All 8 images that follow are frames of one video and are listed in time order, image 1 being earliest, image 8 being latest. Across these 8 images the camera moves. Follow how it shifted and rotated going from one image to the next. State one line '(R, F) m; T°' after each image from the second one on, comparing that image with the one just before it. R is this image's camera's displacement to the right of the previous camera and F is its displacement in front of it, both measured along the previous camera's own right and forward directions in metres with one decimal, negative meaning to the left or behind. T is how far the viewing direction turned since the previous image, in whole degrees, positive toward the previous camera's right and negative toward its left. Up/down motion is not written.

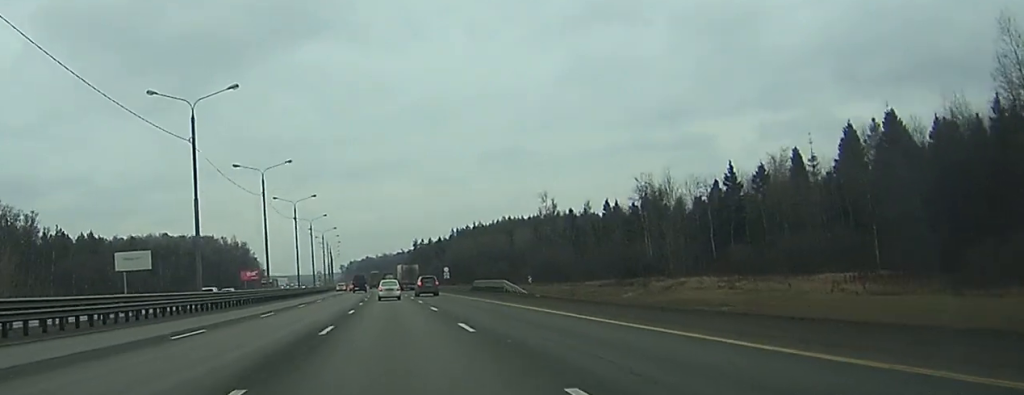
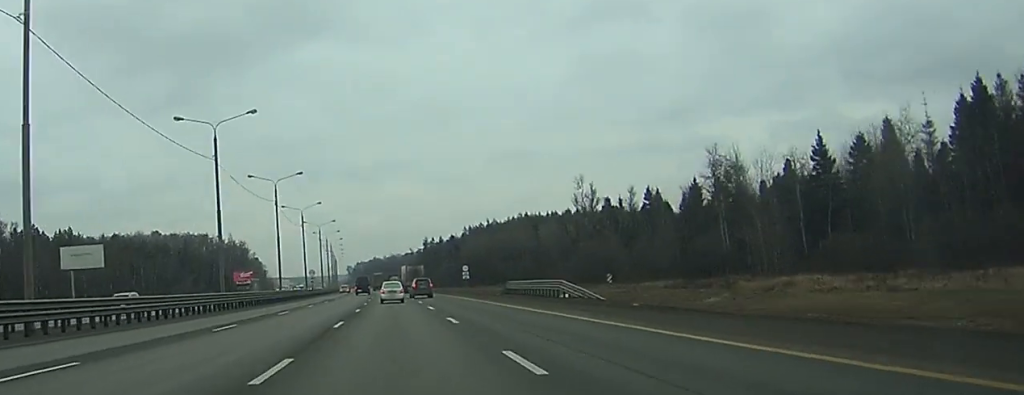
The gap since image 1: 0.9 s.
(-0.1, +27.1) m; 0°
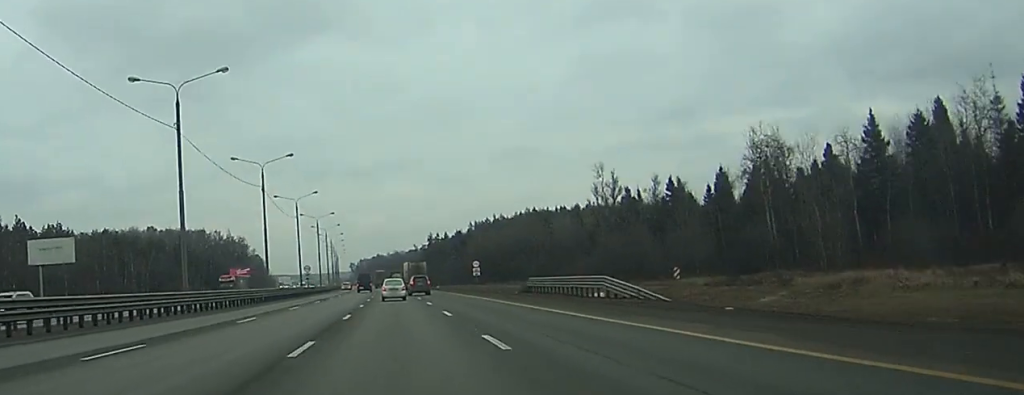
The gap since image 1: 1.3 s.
(0.0, +12.5) m; 0°
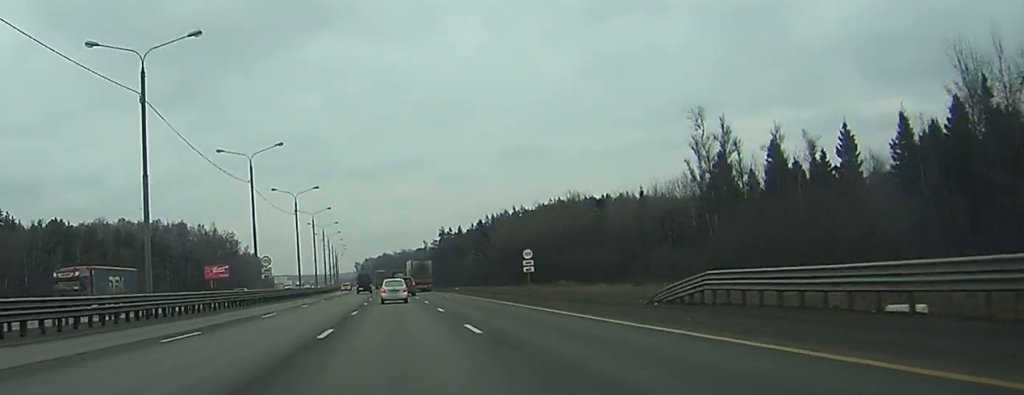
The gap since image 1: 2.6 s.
(-0.2, +42.9) m; -1°
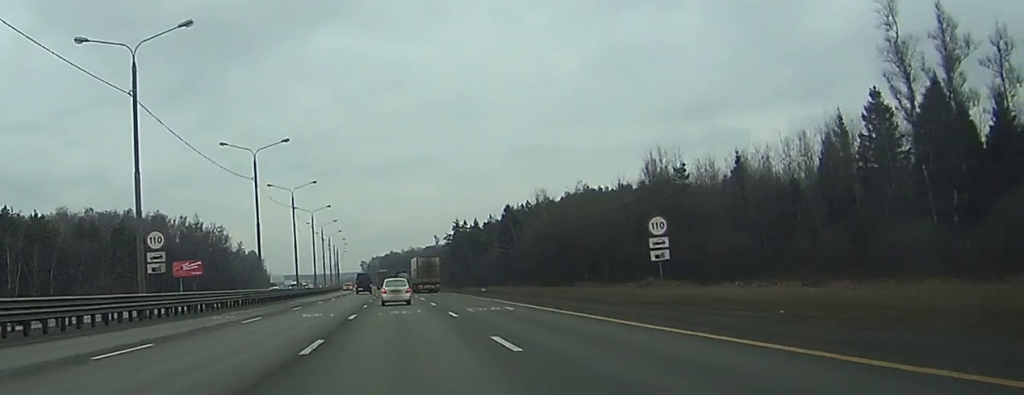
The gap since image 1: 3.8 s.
(-0.3, +37.9) m; -1°
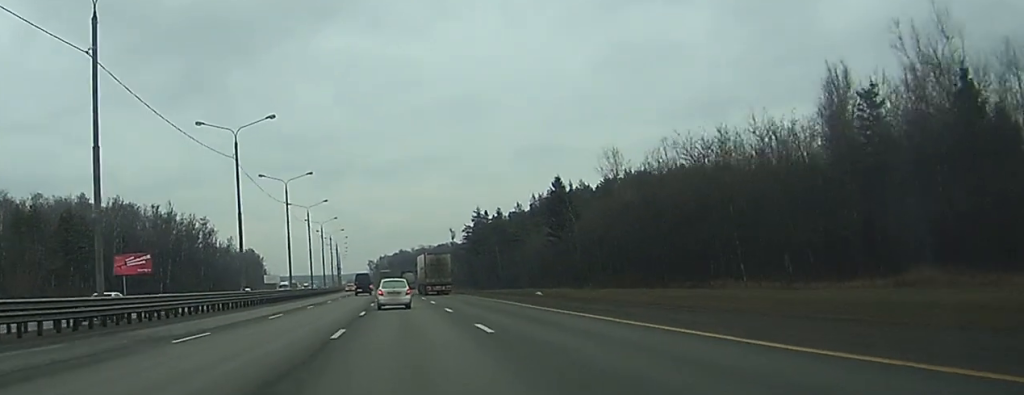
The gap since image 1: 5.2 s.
(-0.2, +43.1) m; -1°
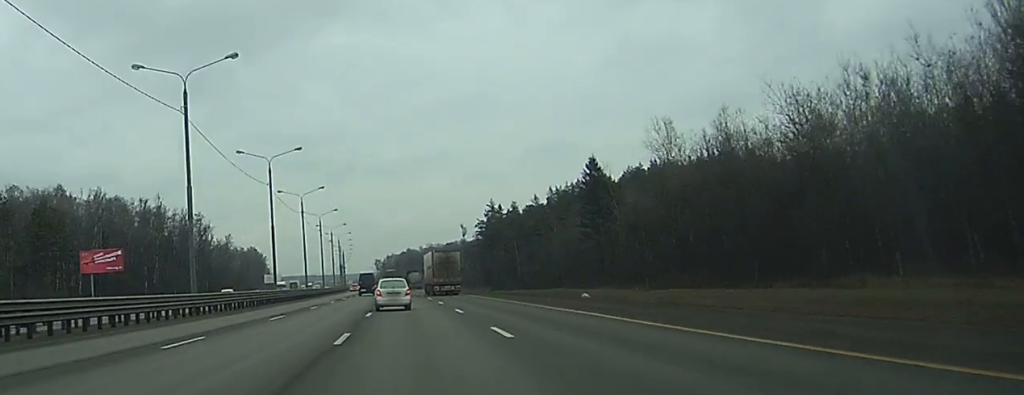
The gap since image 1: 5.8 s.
(-0.1, +17.7) m; -1°
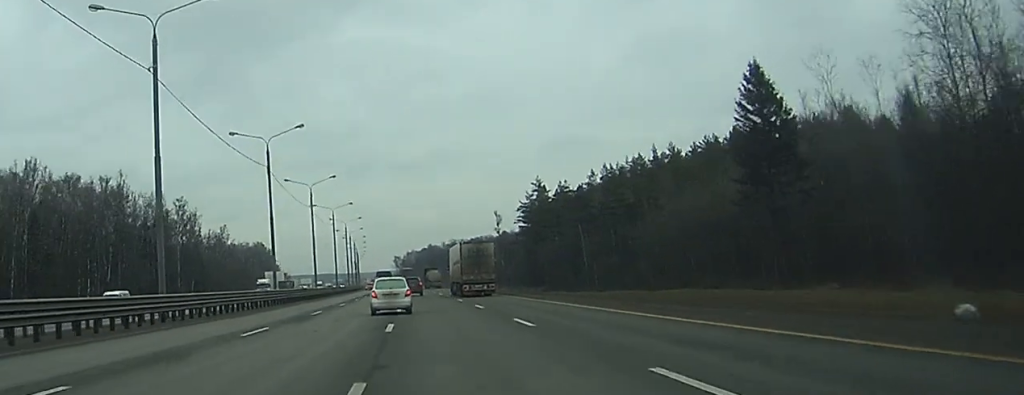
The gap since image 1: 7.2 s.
(-0.5, +43.4) m; -1°
